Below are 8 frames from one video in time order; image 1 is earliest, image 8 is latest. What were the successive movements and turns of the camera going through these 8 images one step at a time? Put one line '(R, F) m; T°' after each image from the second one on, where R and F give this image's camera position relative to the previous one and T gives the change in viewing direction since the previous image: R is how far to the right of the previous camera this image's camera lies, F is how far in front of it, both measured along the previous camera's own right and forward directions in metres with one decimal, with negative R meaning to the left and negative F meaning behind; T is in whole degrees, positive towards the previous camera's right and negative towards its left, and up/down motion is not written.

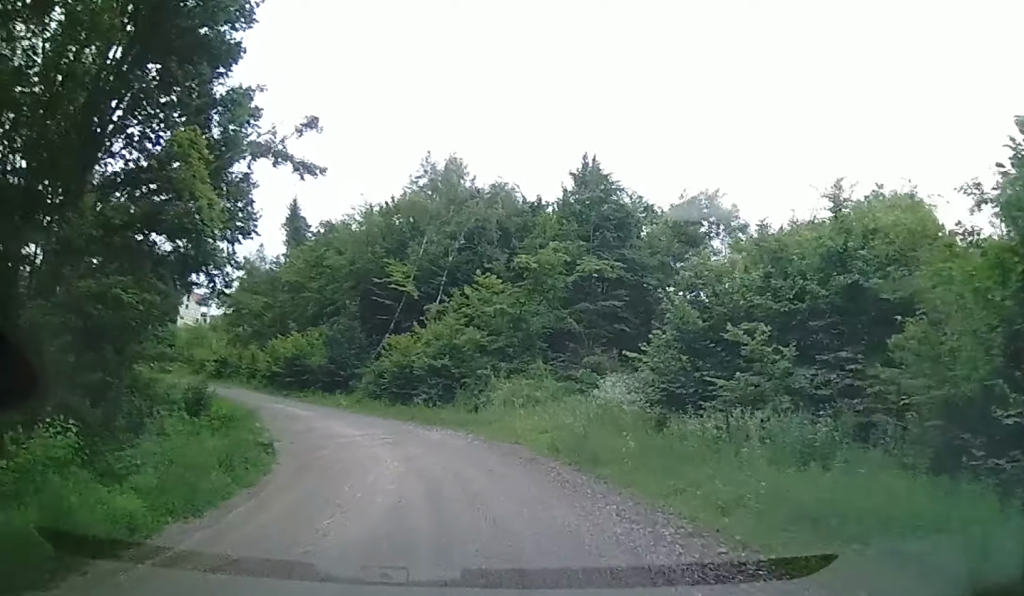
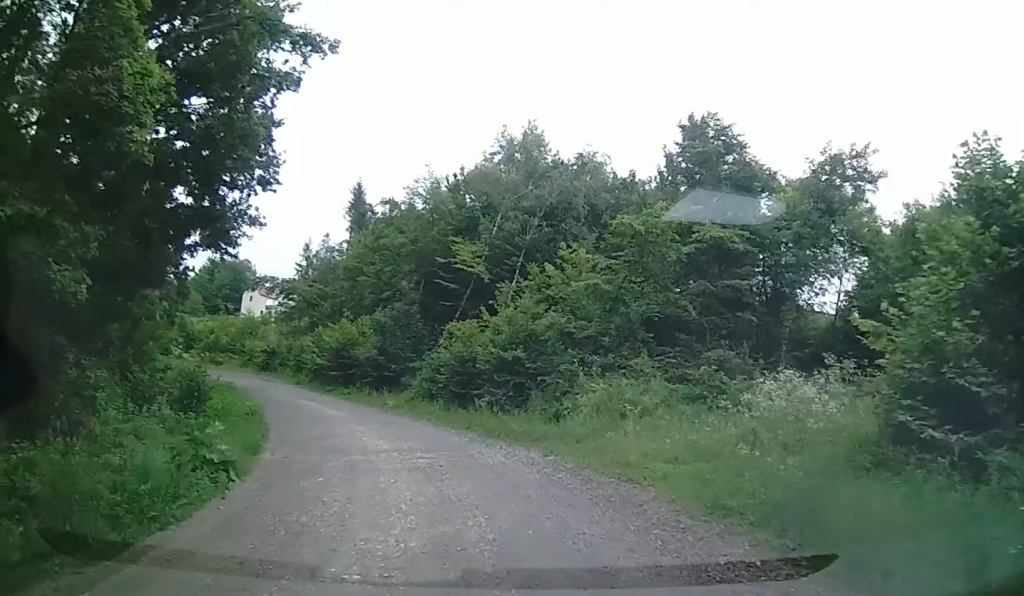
(-0.3, +6.7) m; -6°
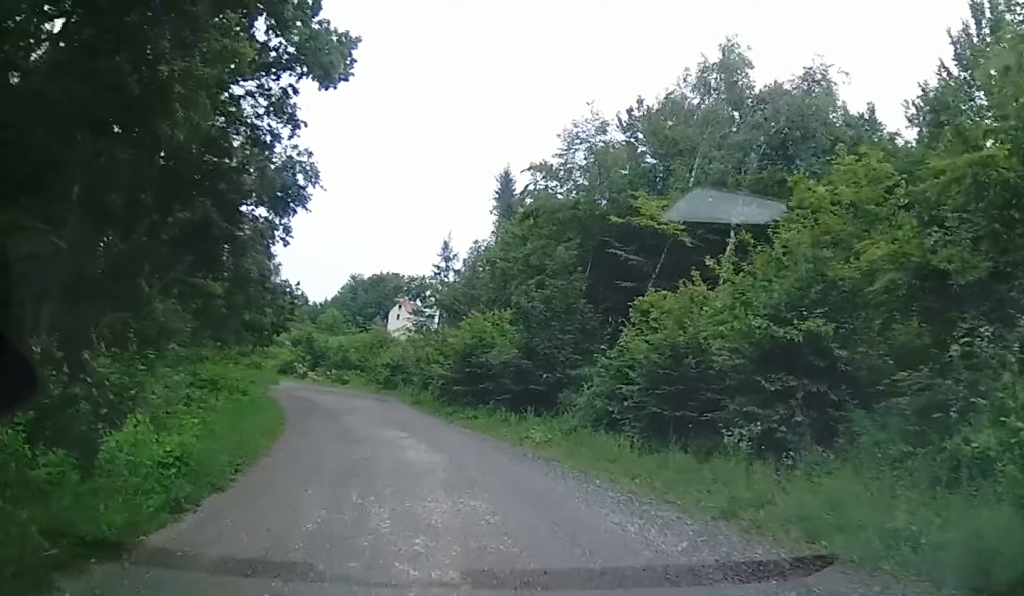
(-1.4, +11.8) m; -16°
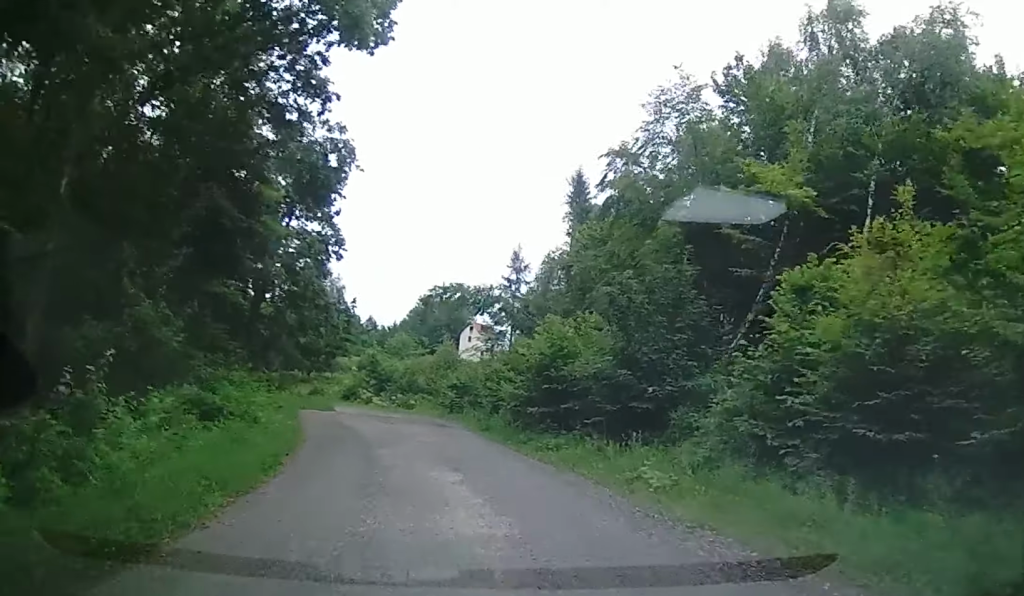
(-0.5, +4.9) m; -3°
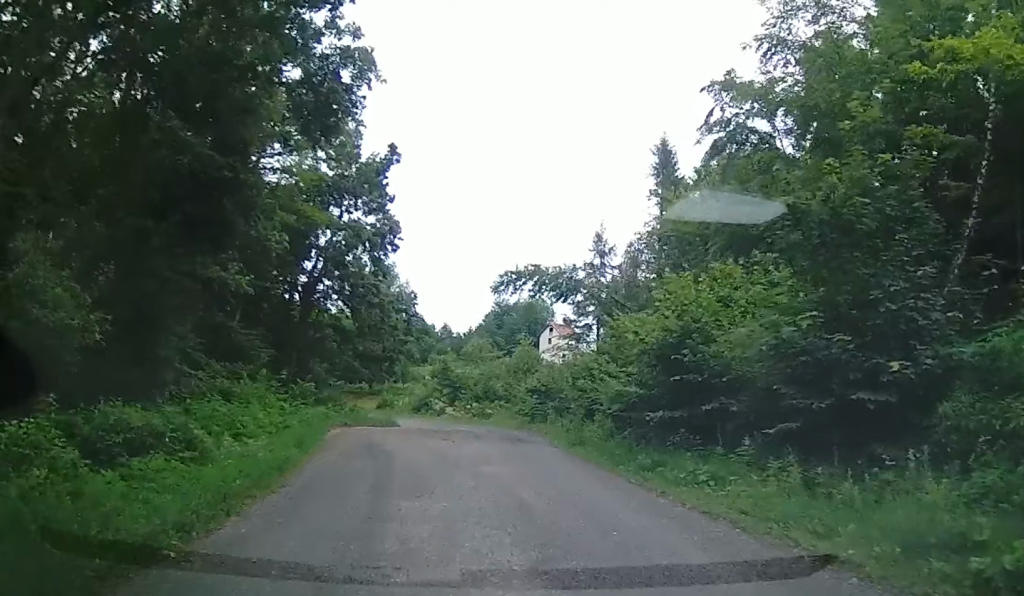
(-0.1, +6.4) m; -4°
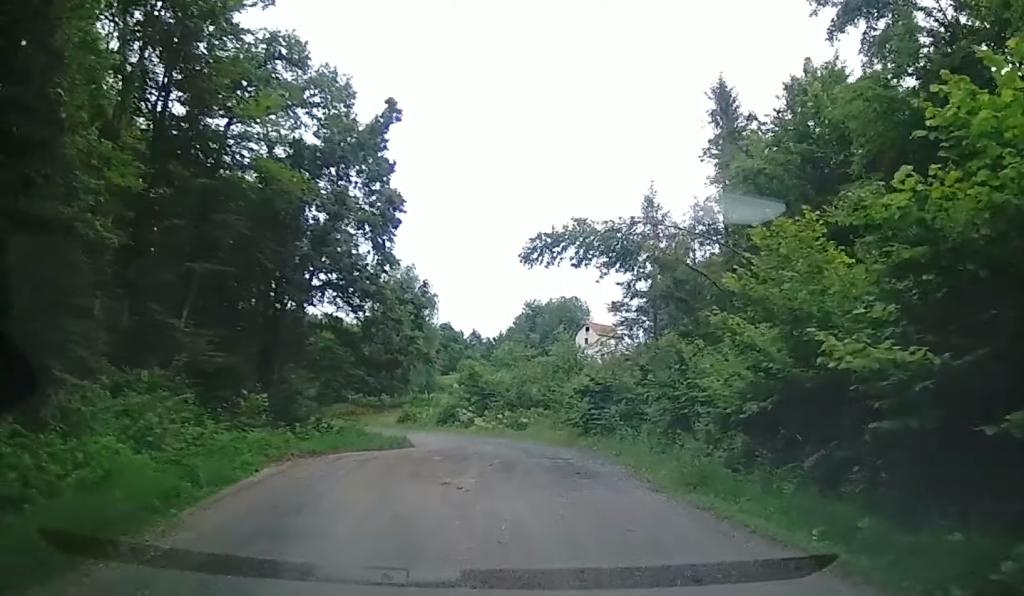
(-0.5, +8.3) m; -2°
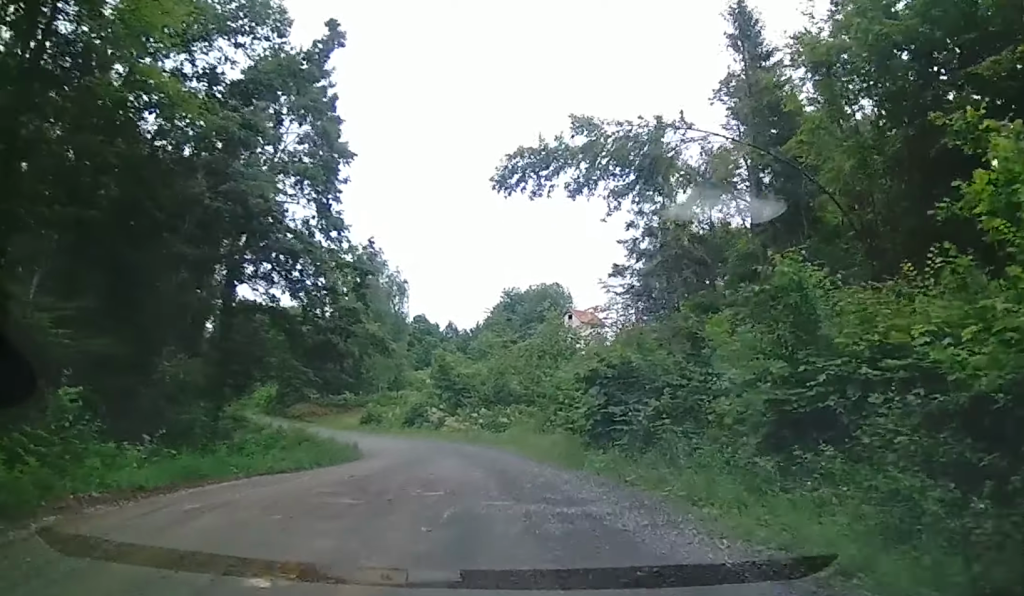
(+0.4, +7.8) m; +4°
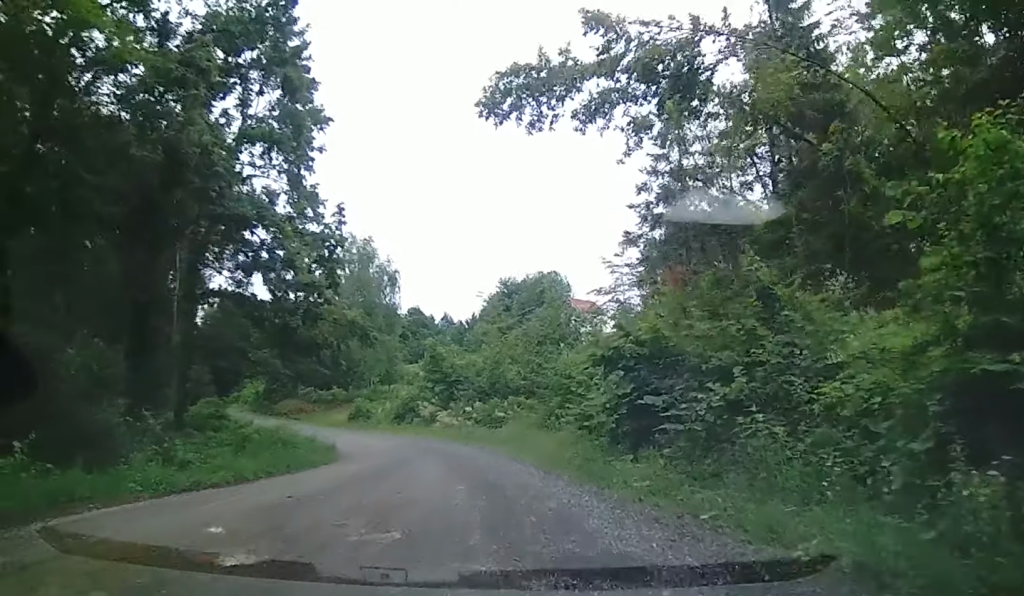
(+0.1, +4.0) m; -2°
